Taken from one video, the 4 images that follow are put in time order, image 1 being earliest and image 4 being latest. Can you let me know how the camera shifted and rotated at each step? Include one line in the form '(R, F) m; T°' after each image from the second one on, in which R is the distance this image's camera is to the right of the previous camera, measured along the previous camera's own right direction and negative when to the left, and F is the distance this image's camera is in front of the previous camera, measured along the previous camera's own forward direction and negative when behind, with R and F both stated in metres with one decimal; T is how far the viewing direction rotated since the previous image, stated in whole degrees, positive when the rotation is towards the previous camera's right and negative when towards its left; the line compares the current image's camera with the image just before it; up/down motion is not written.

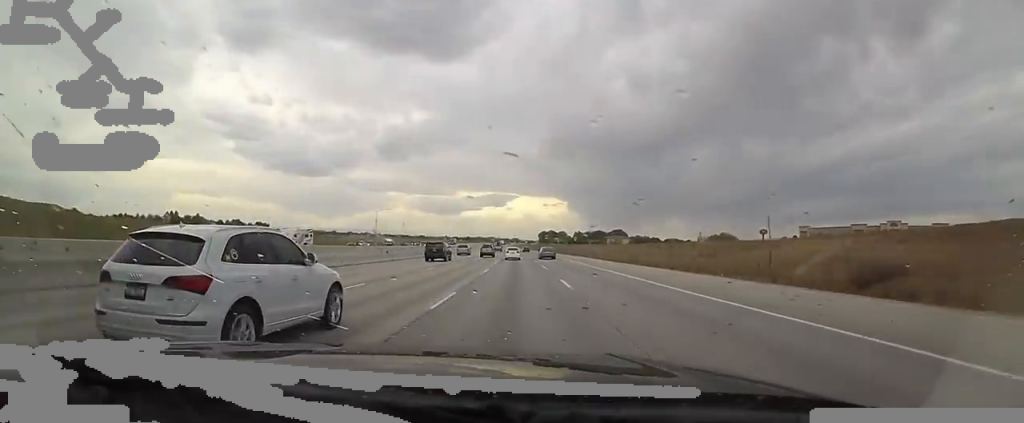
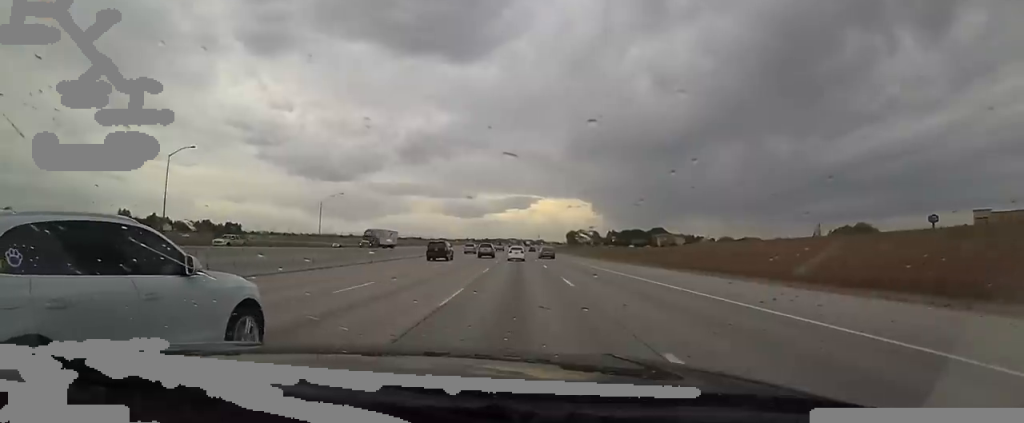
(-5.3, +107.6) m; -5°
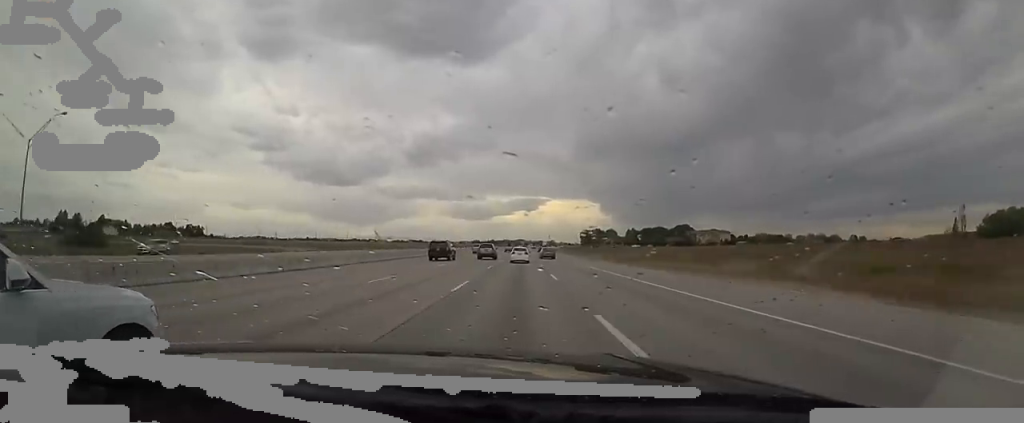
(-1.6, +71.5) m; -2°
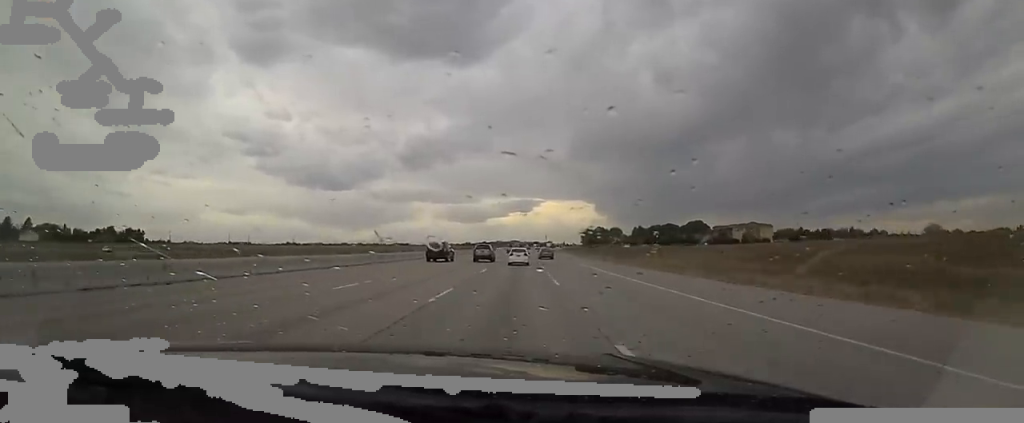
(-0.2, +63.5) m; +1°
